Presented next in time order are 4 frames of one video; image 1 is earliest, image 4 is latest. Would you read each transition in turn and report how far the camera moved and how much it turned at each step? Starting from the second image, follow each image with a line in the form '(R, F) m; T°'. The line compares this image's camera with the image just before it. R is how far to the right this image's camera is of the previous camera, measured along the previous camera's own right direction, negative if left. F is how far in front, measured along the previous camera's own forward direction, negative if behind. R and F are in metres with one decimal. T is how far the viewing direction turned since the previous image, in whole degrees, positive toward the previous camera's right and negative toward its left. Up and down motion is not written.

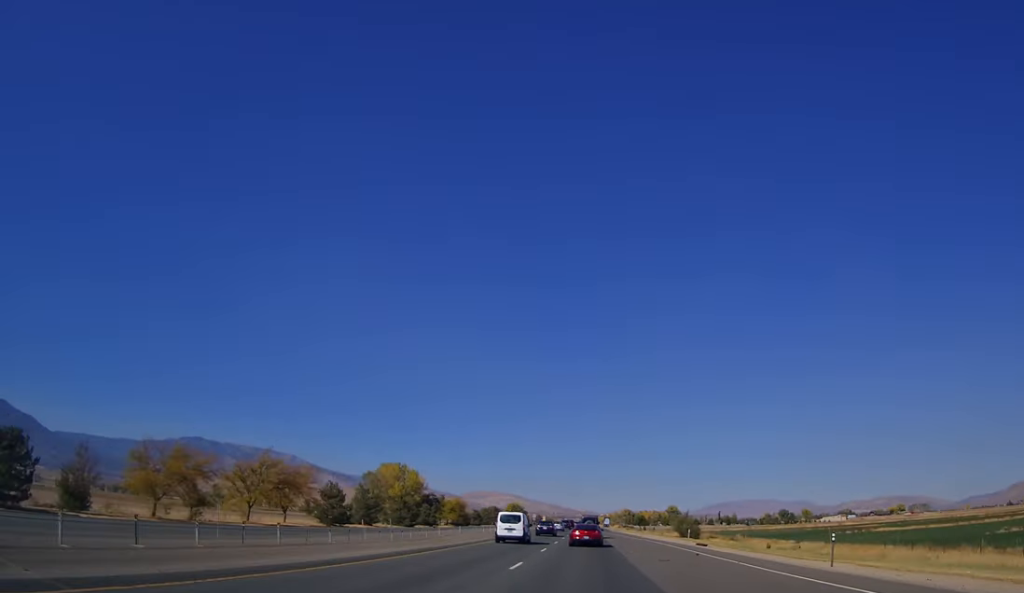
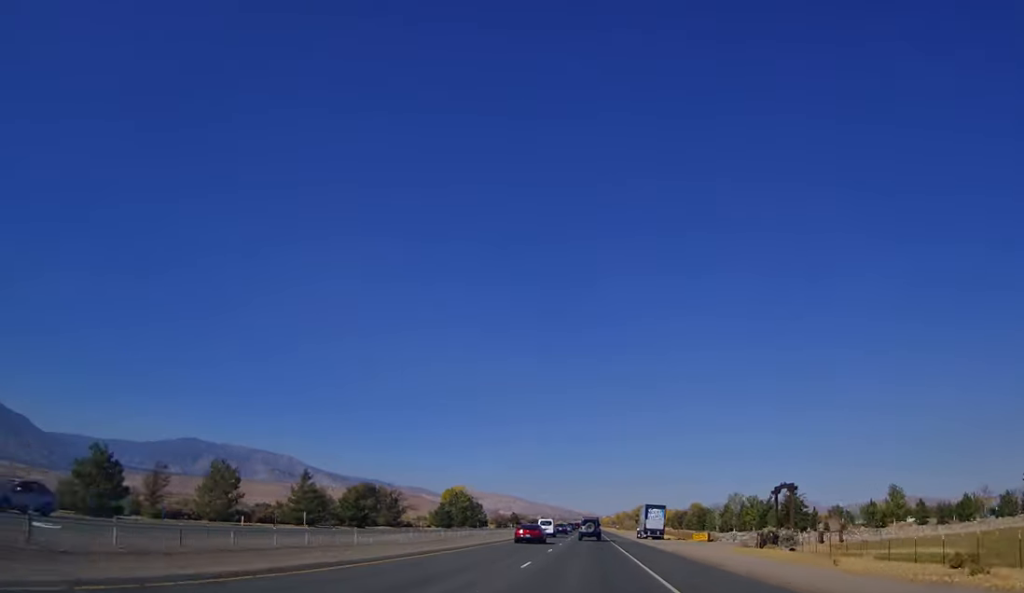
(0.0, +194.2) m; 0°
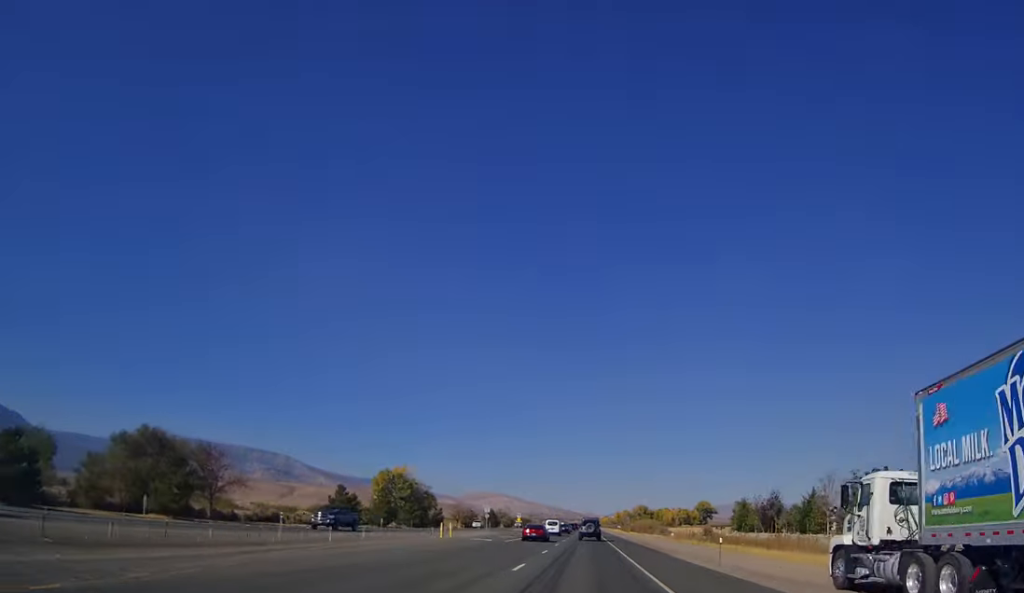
(0.0, +73.7) m; 0°
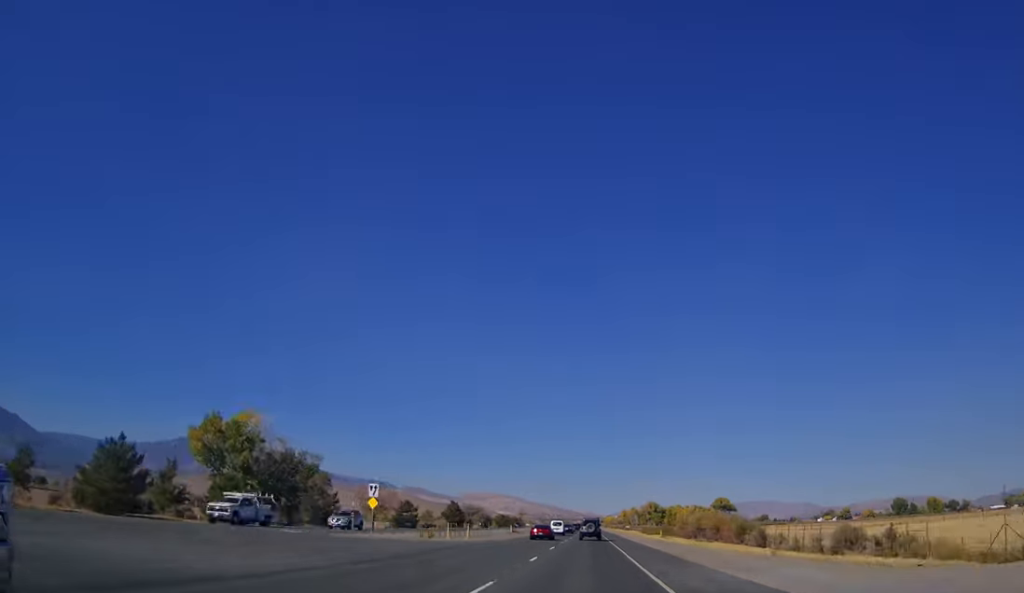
(0.0, +79.4) m; 0°
